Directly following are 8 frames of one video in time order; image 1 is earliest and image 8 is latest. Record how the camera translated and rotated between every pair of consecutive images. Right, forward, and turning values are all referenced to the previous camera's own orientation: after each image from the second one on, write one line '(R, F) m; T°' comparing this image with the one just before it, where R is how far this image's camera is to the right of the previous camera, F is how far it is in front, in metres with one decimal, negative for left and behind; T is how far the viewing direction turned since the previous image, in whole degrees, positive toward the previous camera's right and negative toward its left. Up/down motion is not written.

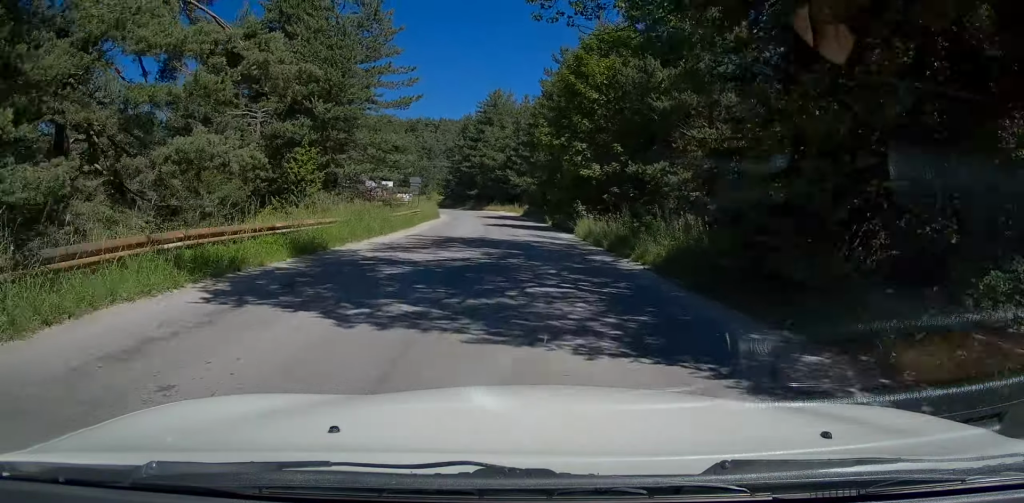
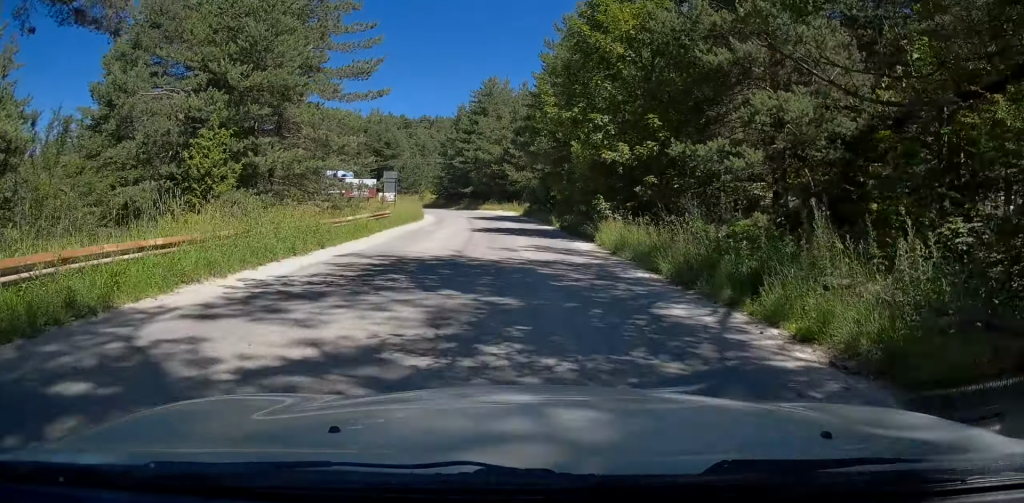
(+0.1, +8.7) m; +2°
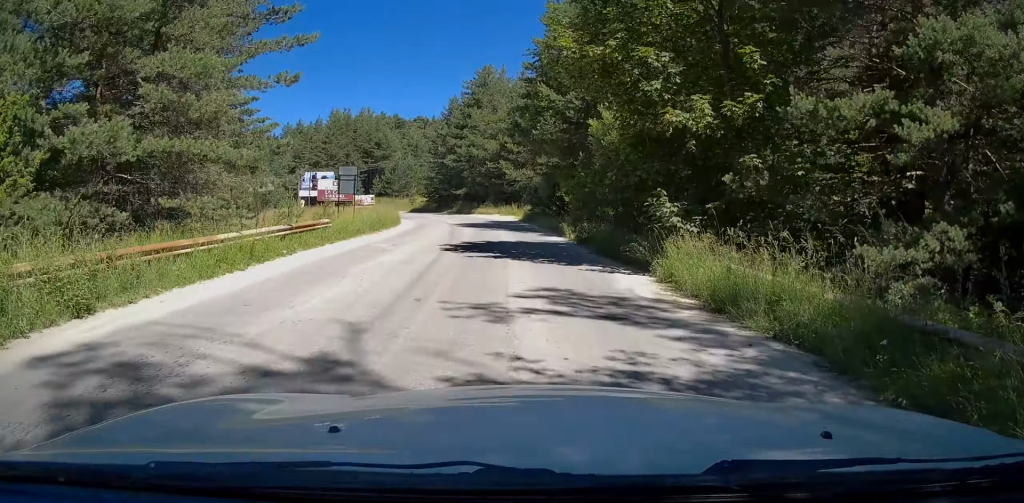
(+0.2, +9.6) m; 0°
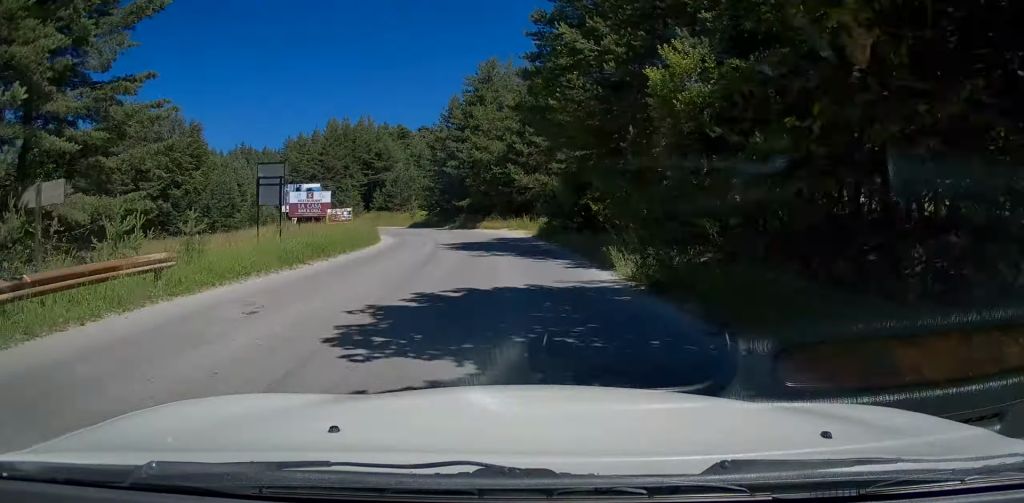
(-0.1, +10.1) m; -3°
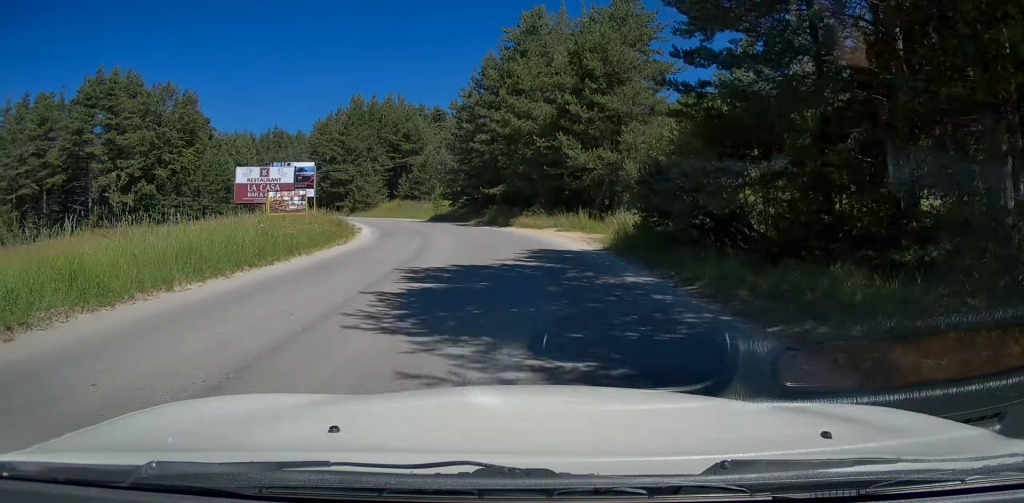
(-0.7, +15.1) m; -4°
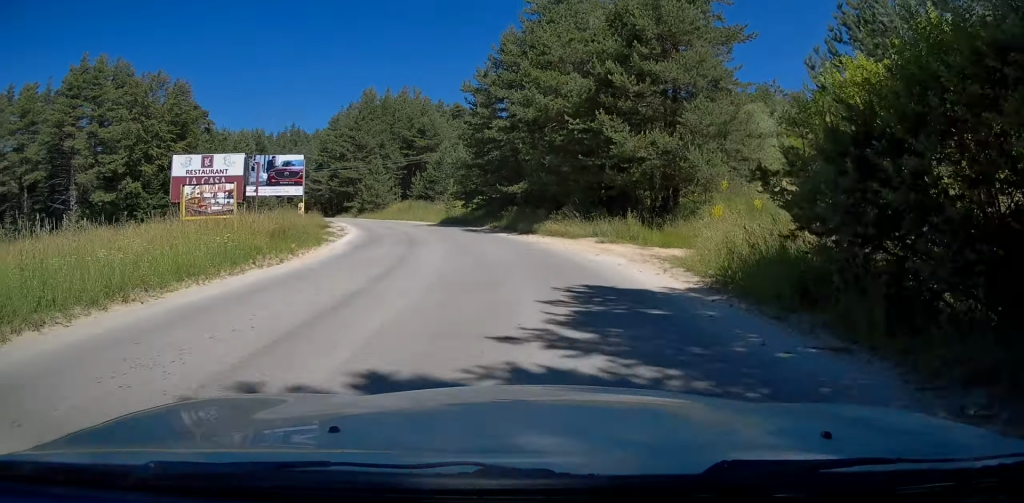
(-0.1, +7.9) m; -2°
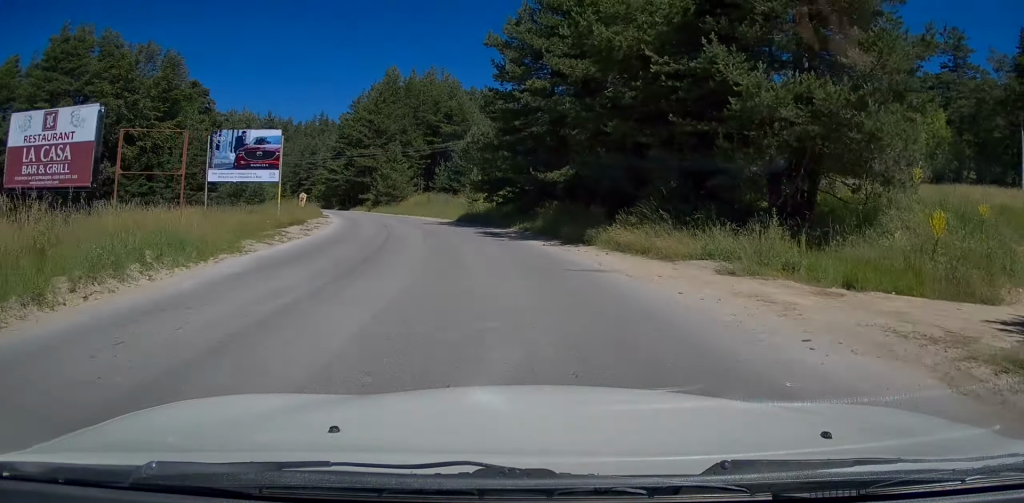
(0.0, +10.3) m; -3°
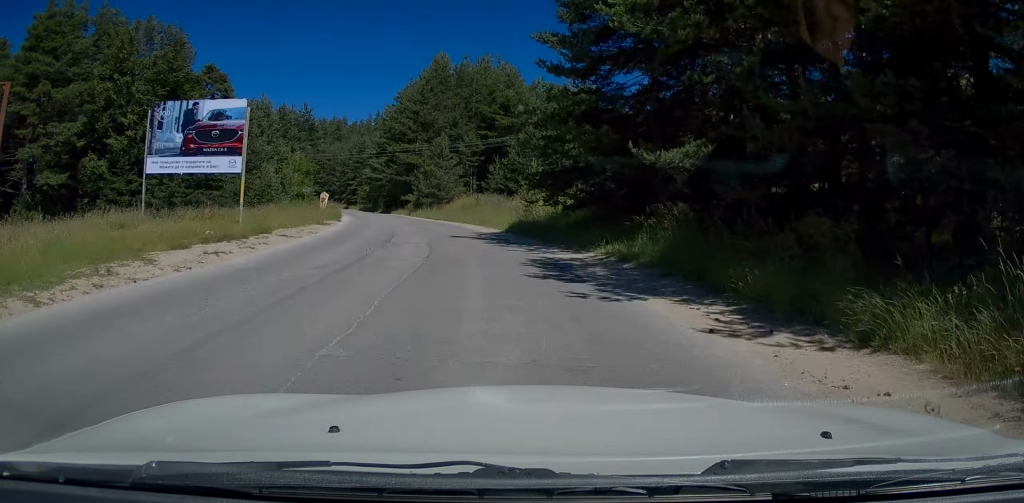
(-0.5, +12.0) m; -4°
